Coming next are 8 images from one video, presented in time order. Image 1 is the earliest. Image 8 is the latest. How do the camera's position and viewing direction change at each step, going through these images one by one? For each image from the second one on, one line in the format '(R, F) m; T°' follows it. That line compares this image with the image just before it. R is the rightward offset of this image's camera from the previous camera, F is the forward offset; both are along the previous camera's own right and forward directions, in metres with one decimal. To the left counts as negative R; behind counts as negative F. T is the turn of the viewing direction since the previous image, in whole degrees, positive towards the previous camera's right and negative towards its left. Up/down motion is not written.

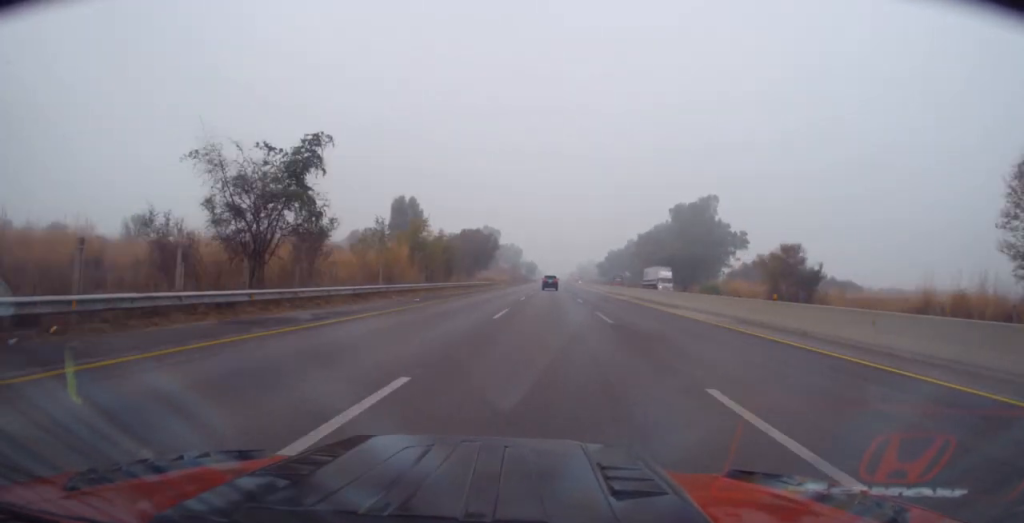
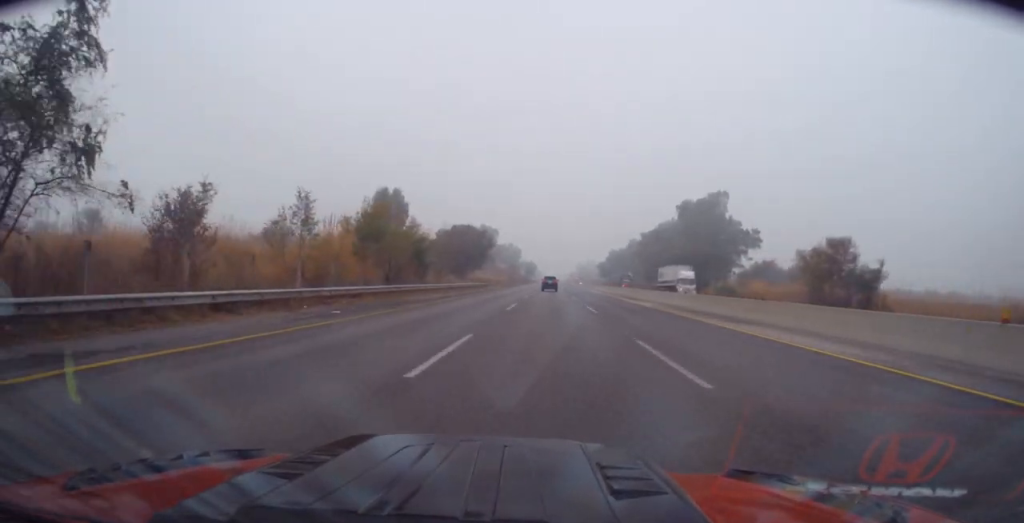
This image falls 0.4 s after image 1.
(-0.1, +11.8) m; 0°
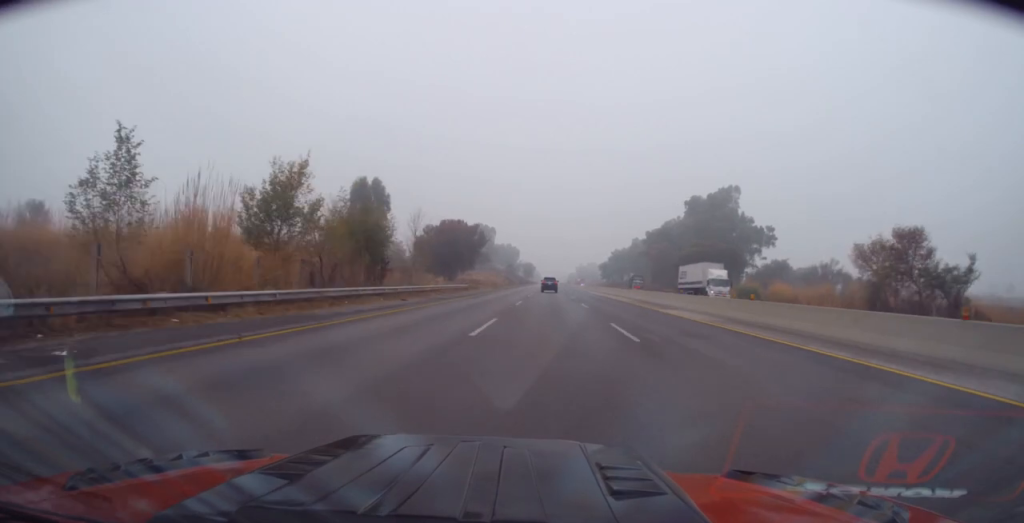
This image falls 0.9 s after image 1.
(+0.2, +11.7) m; 0°
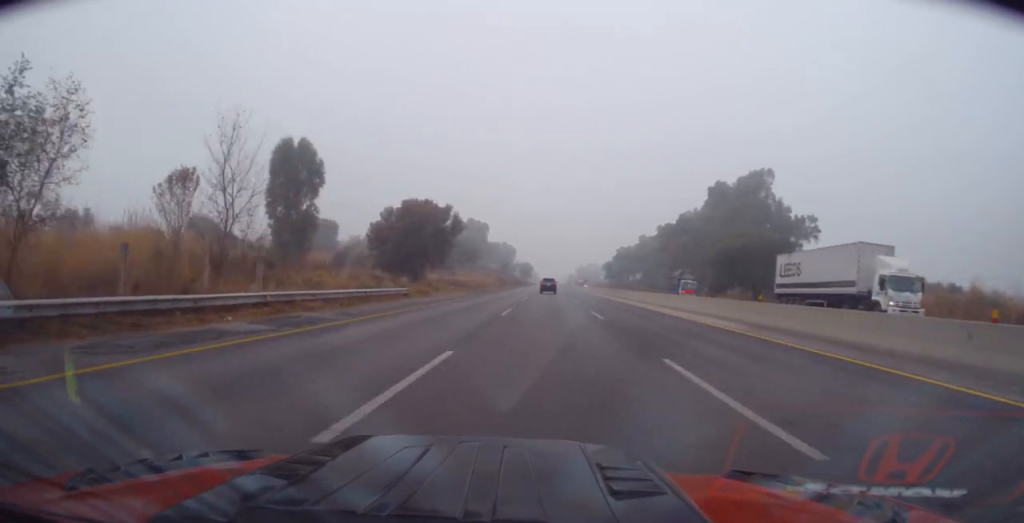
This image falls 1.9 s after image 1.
(+0.1, +27.9) m; 0°
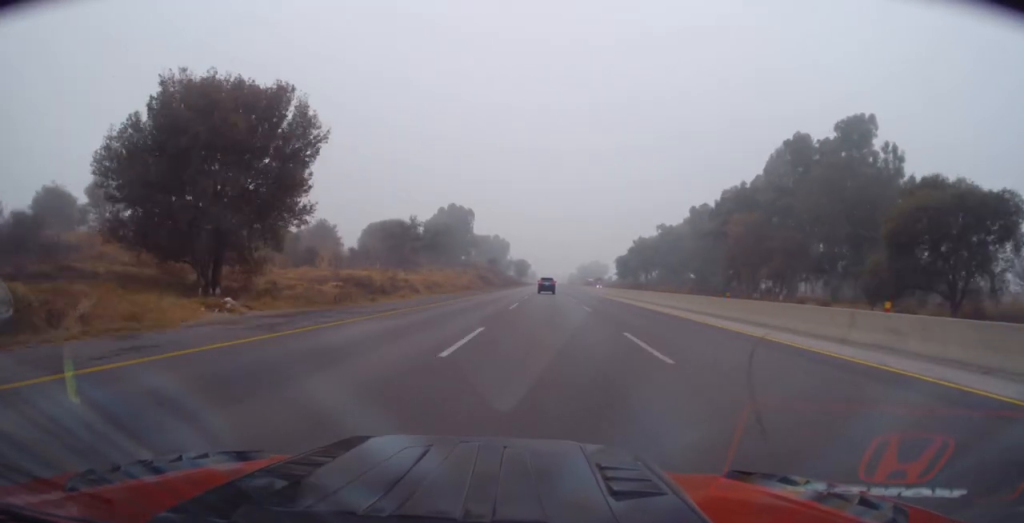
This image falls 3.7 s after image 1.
(+0.2, +48.3) m; 0°
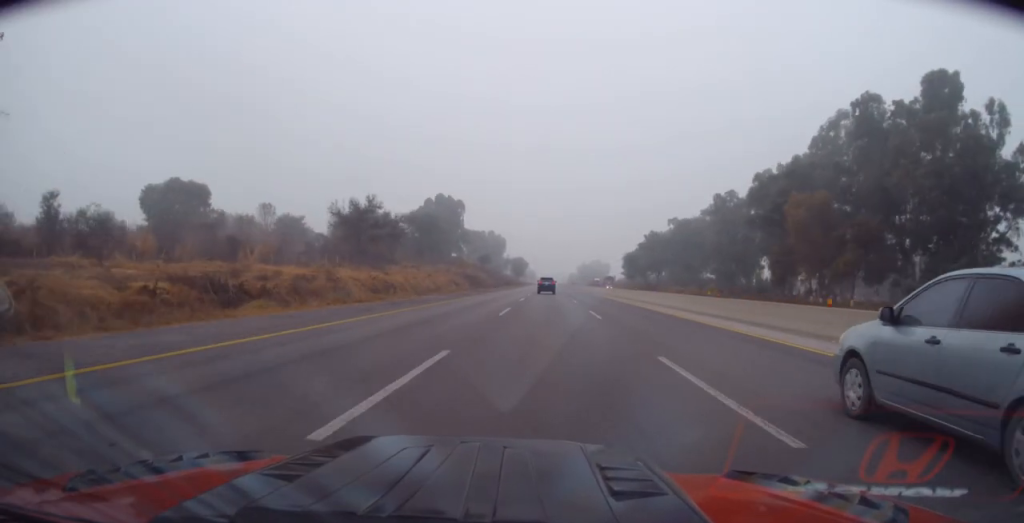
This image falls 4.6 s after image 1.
(0.0, +23.1) m; -1°
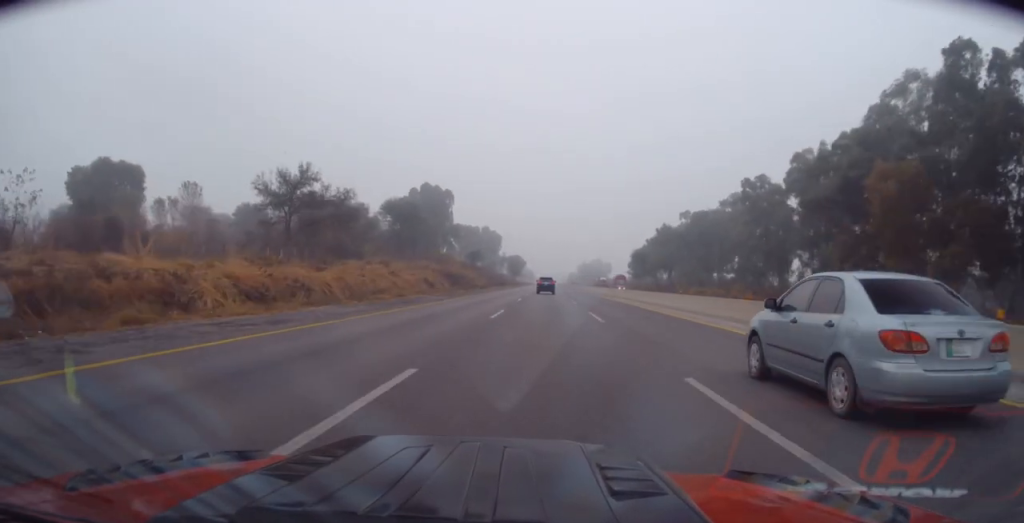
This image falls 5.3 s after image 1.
(-0.5, +20.3) m; +1°
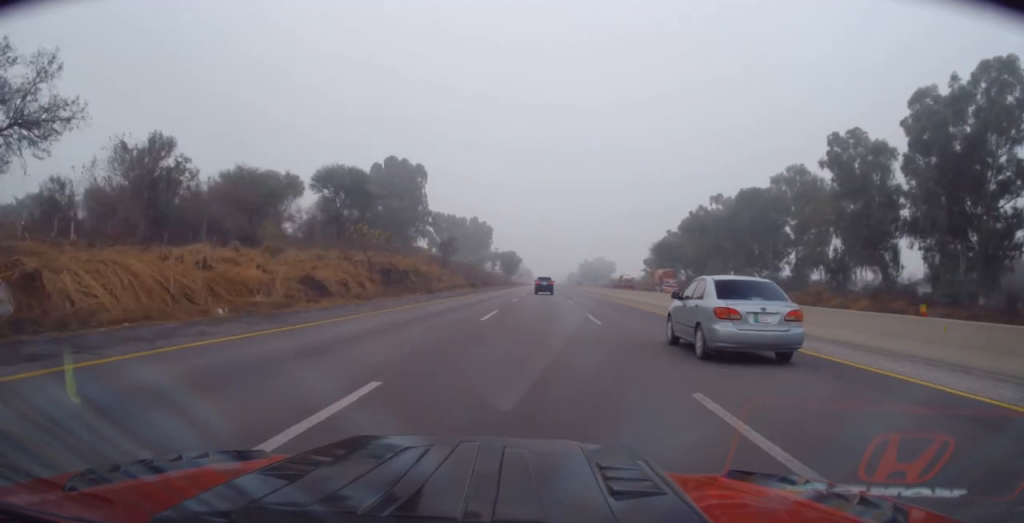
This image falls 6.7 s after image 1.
(+0.8, +36.8) m; 0°
